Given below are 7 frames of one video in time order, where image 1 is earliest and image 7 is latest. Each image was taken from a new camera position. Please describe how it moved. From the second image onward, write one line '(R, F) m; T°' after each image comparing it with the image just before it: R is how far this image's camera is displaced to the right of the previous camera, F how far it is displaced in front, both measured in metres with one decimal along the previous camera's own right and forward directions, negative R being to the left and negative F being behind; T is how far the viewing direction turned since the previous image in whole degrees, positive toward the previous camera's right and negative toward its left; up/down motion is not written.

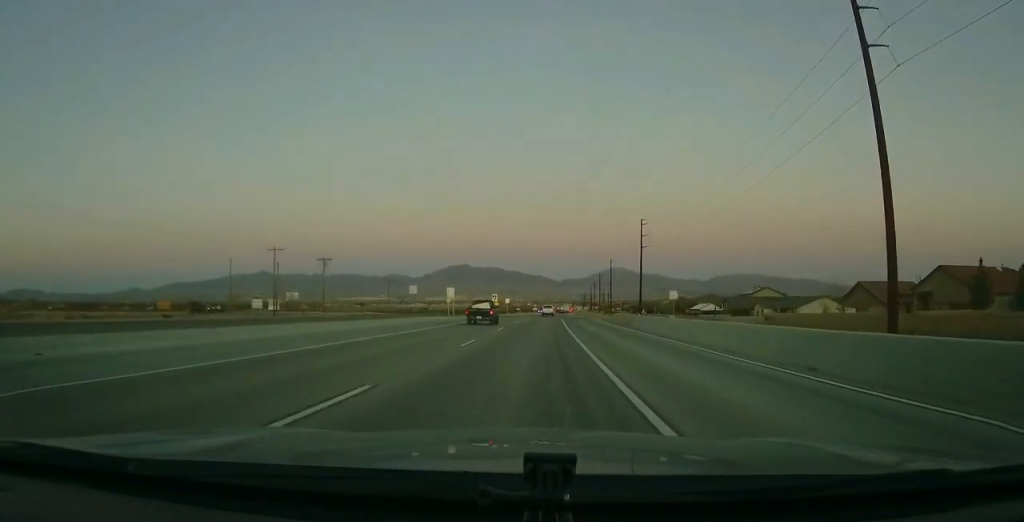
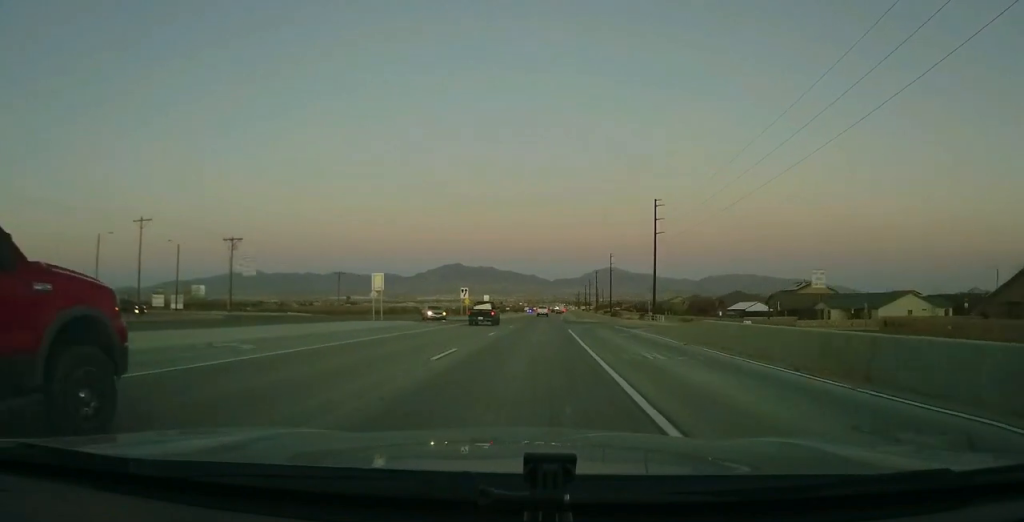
(0.0, +28.7) m; 0°
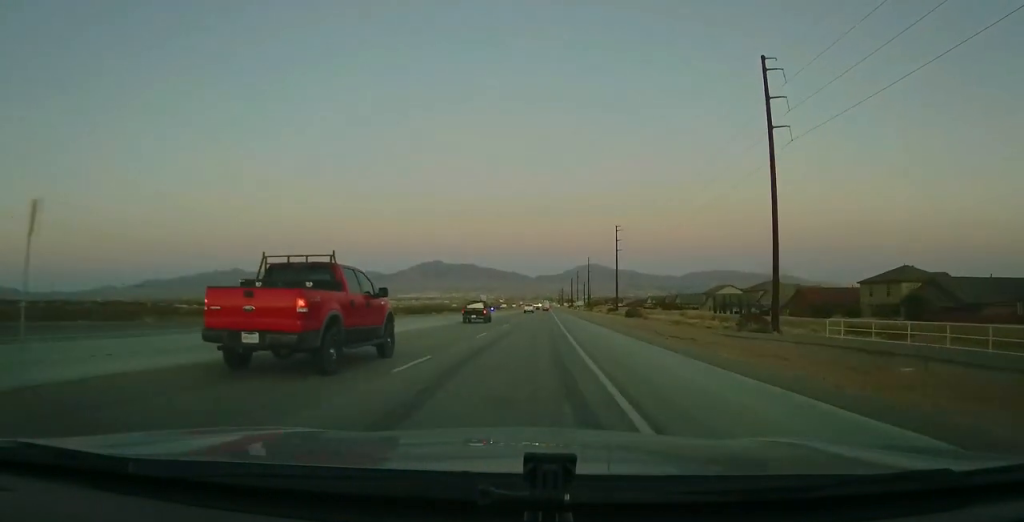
(+2.2, +74.8) m; +2°
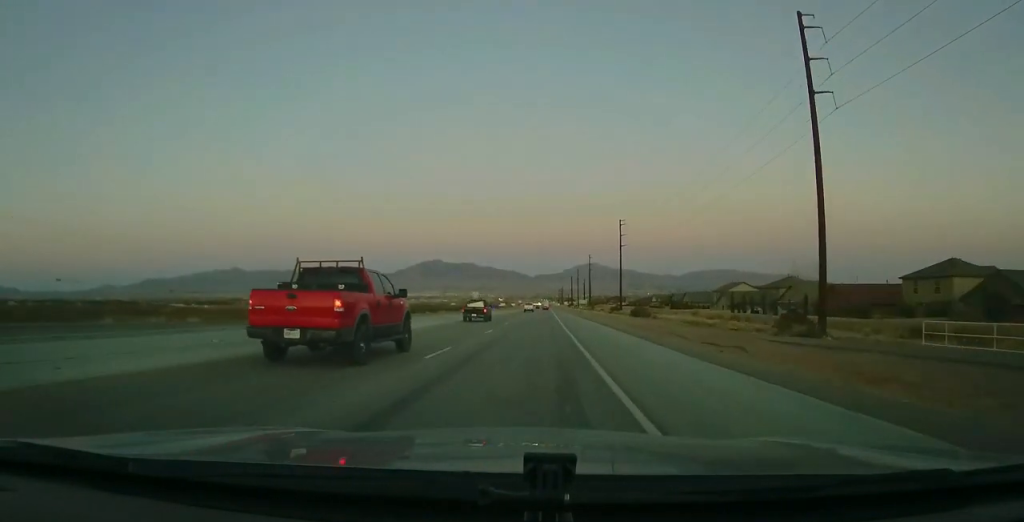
(0.0, +9.5) m; 0°
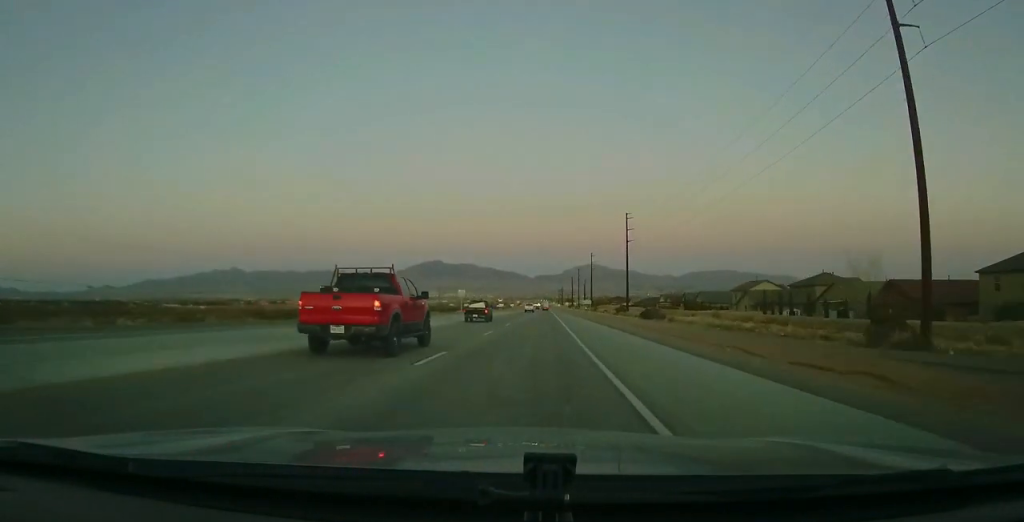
(0.0, +13.5) m; 0°
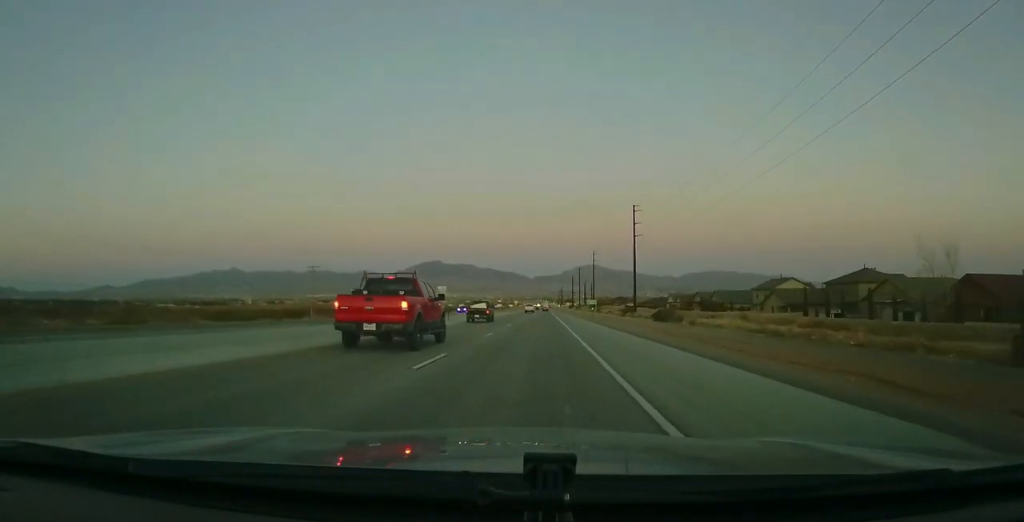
(0.0, +12.7) m; 0°
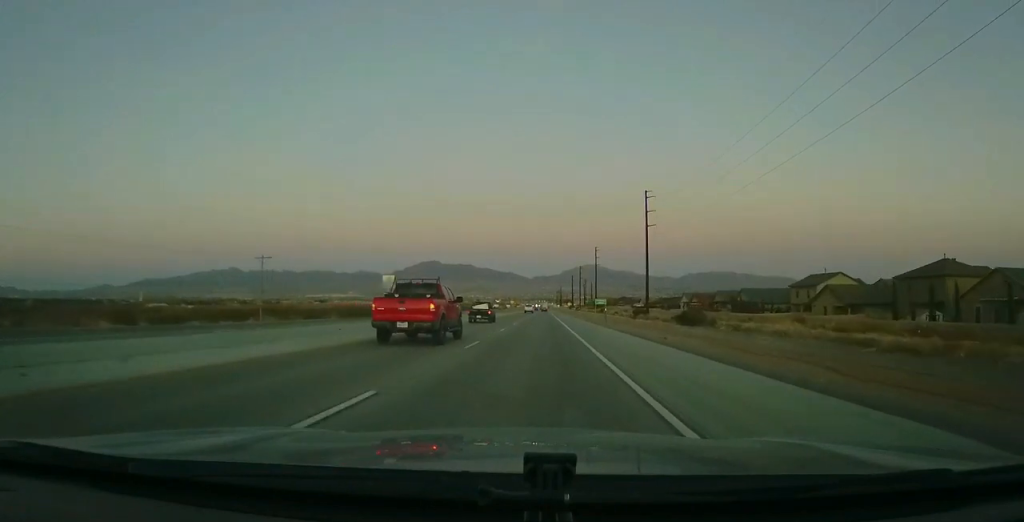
(0.0, +18.4) m; +1°
